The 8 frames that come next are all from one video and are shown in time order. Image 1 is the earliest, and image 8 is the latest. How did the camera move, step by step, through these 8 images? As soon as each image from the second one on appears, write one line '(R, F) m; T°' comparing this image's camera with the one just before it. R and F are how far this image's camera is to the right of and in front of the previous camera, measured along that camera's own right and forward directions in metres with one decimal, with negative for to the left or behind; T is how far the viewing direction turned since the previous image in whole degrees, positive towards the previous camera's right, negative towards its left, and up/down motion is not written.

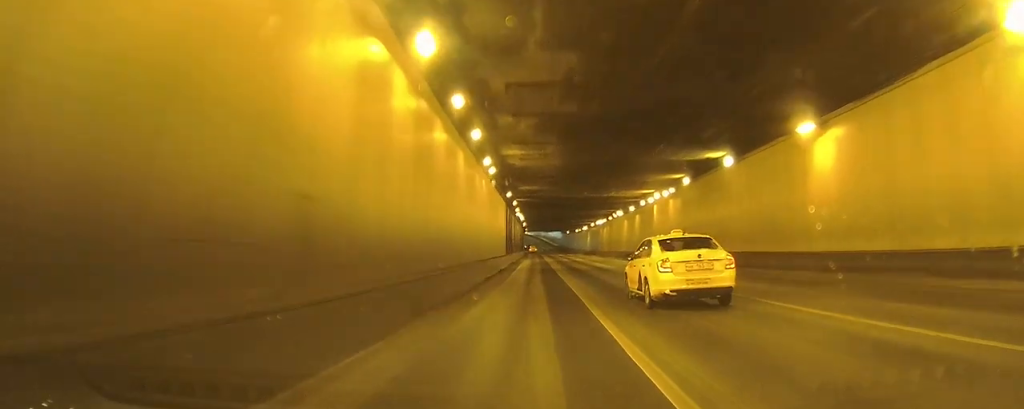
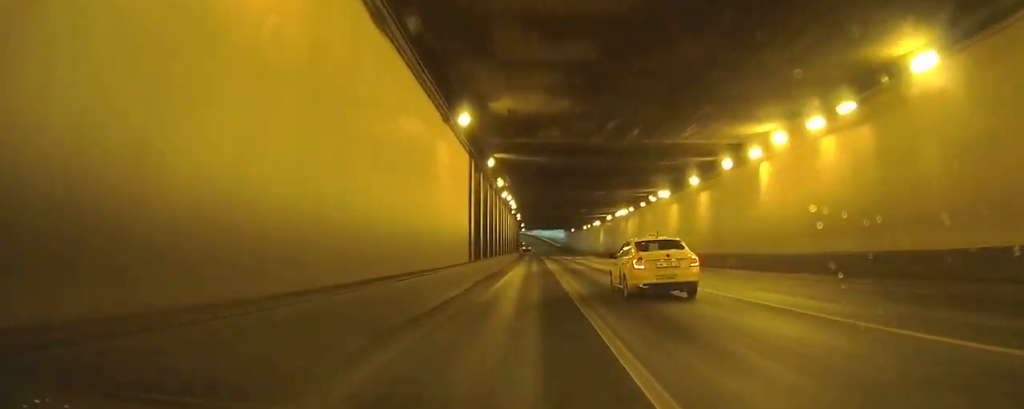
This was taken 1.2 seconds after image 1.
(0.0, +18.2) m; 0°
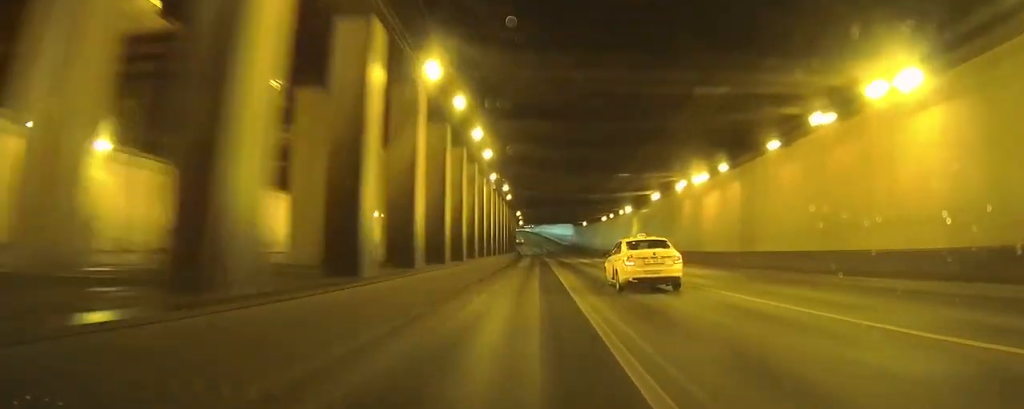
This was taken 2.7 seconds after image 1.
(+0.2, +21.1) m; +1°
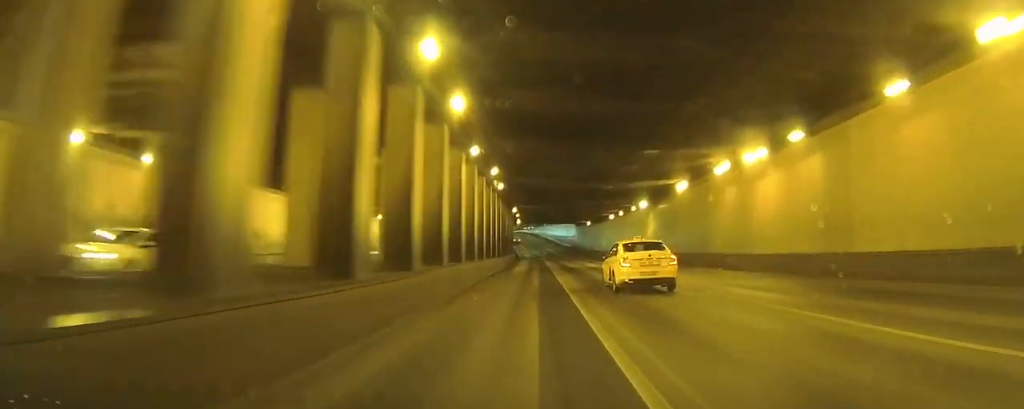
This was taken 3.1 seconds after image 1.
(0.0, +7.6) m; 0°
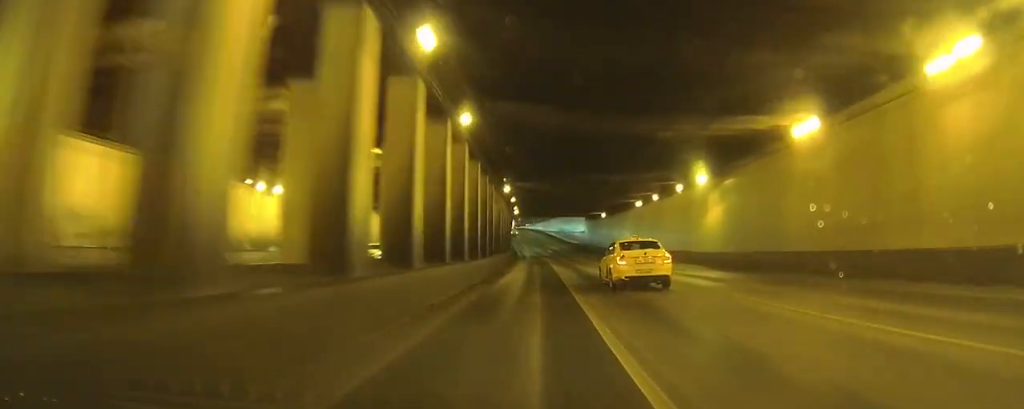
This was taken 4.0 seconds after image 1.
(+0.1, +16.8) m; +1°
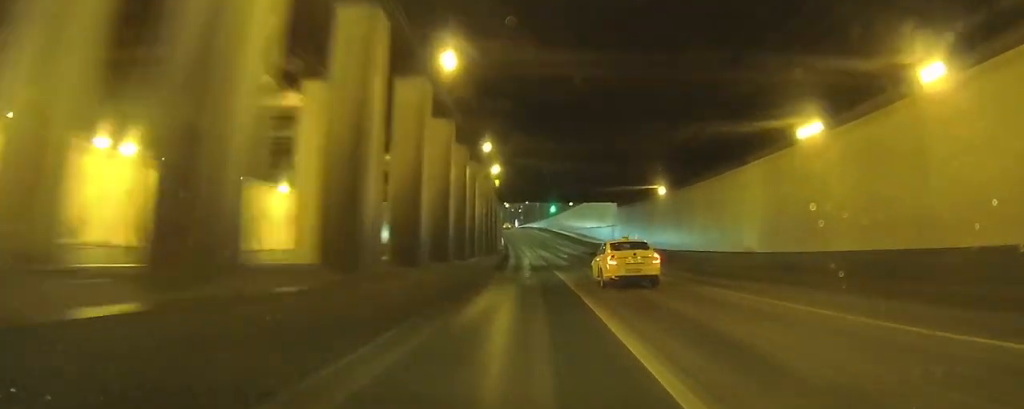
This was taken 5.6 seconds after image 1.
(+0.3, +34.4) m; -1°
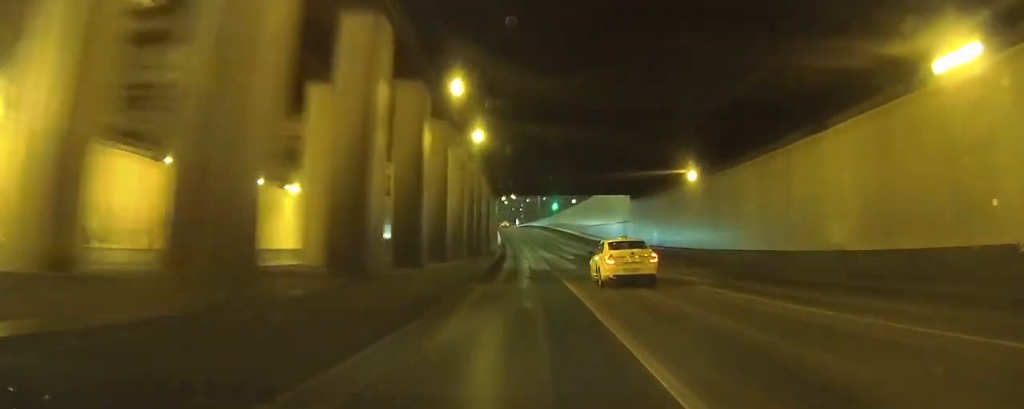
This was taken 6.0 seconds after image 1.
(+0.3, +8.2) m; -3°
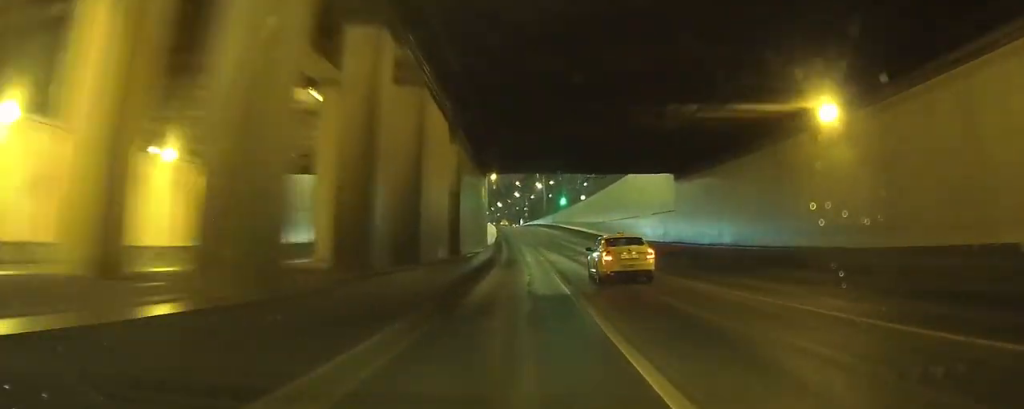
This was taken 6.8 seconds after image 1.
(-1.0, +16.5) m; -6°
